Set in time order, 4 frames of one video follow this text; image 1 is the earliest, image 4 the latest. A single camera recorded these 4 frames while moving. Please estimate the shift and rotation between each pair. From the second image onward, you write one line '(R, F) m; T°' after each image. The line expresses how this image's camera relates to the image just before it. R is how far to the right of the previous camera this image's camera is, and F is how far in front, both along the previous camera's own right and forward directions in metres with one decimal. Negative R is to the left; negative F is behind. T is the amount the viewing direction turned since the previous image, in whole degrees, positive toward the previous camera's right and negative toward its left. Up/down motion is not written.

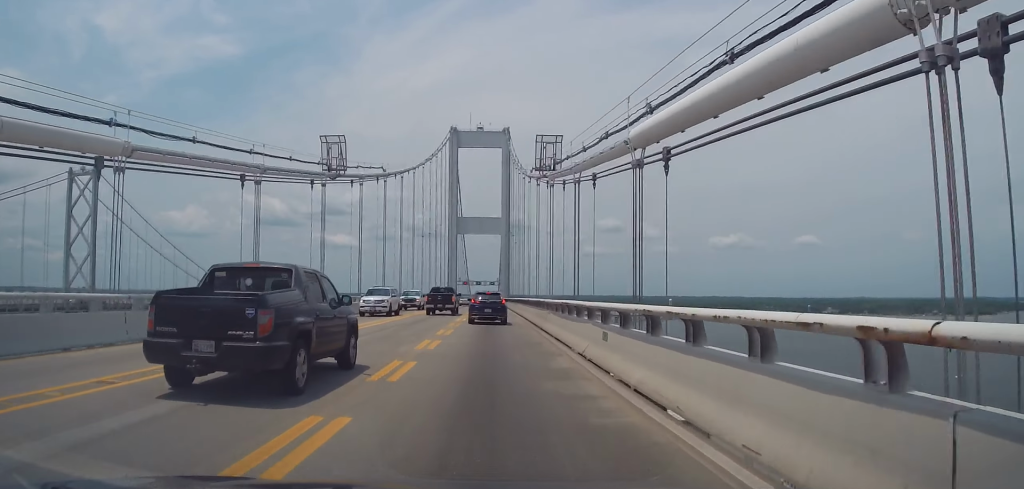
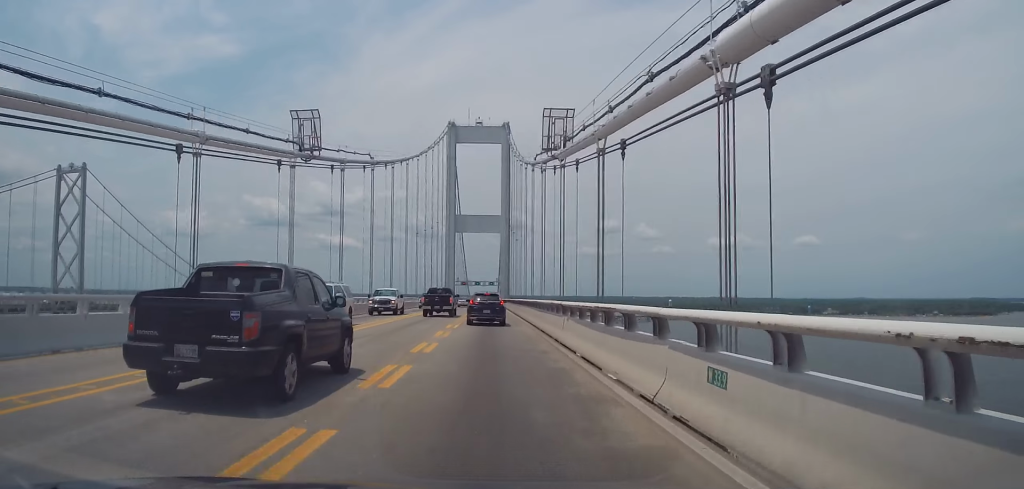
(-0.1, +6.7) m; +1°
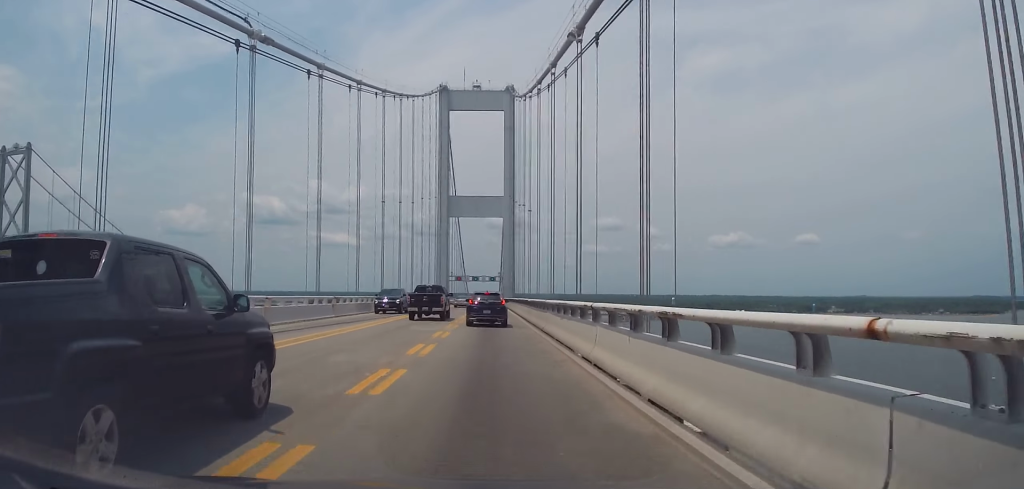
(+0.1, +30.8) m; -1°
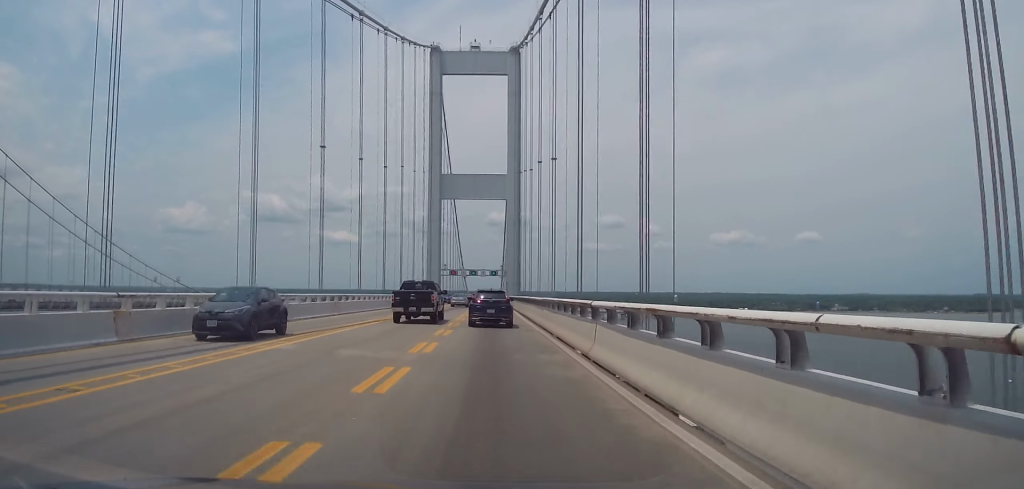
(-0.1, +24.1) m; 0°
